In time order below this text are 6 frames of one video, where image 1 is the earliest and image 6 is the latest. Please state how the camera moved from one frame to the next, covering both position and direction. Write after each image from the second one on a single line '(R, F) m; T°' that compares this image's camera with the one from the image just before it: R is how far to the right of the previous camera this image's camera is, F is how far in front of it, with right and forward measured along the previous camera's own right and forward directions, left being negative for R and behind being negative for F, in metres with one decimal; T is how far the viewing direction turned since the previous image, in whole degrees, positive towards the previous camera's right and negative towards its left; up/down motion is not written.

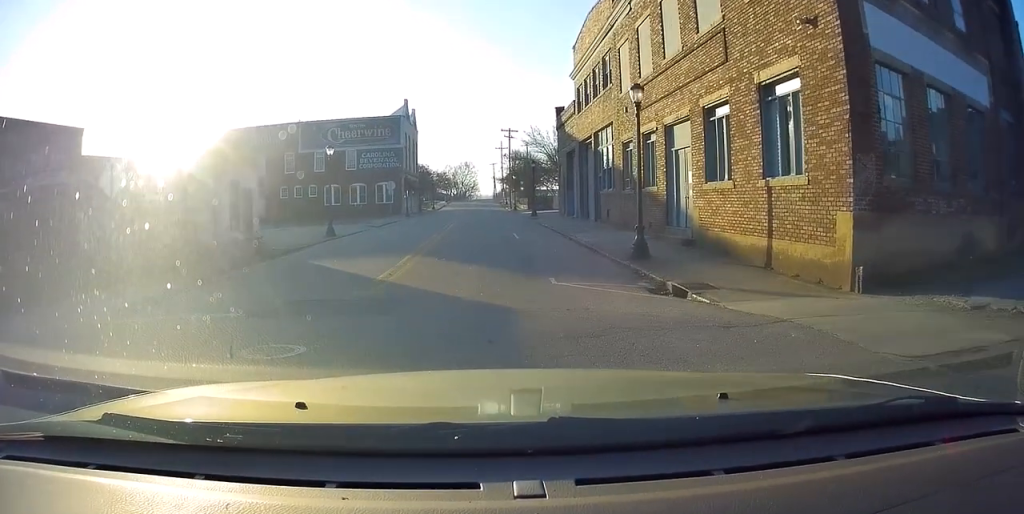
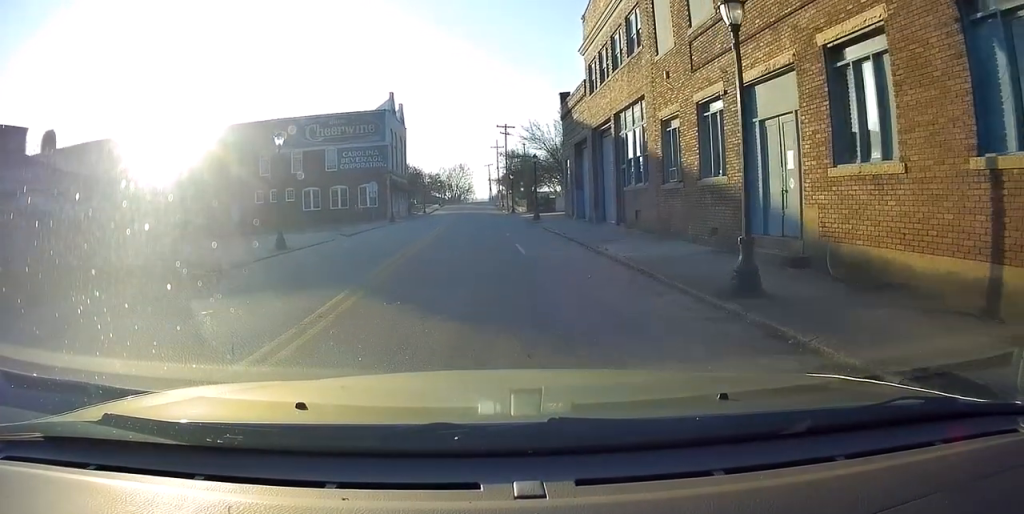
(-0.1, +6.2) m; -1°
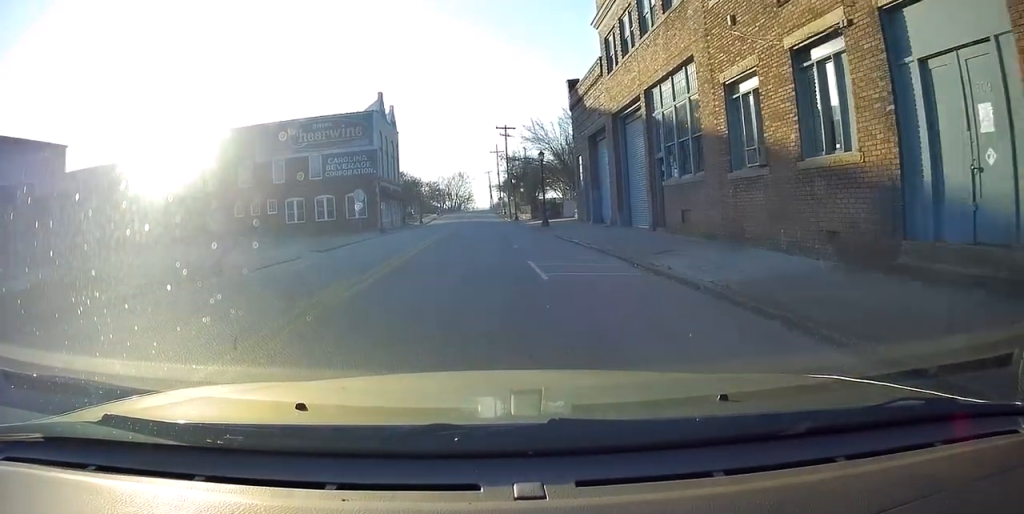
(-0.2, +5.0) m; +2°
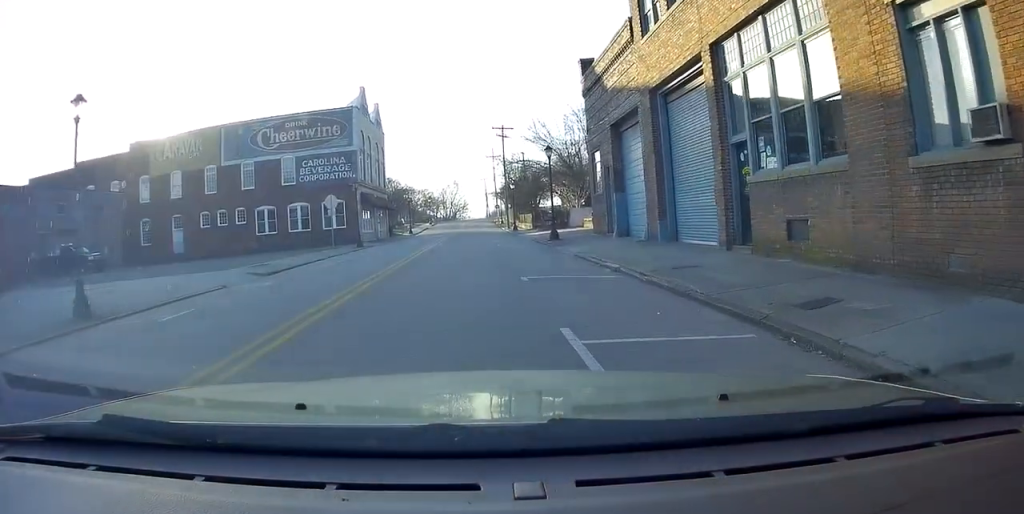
(+0.6, +6.5) m; 0°
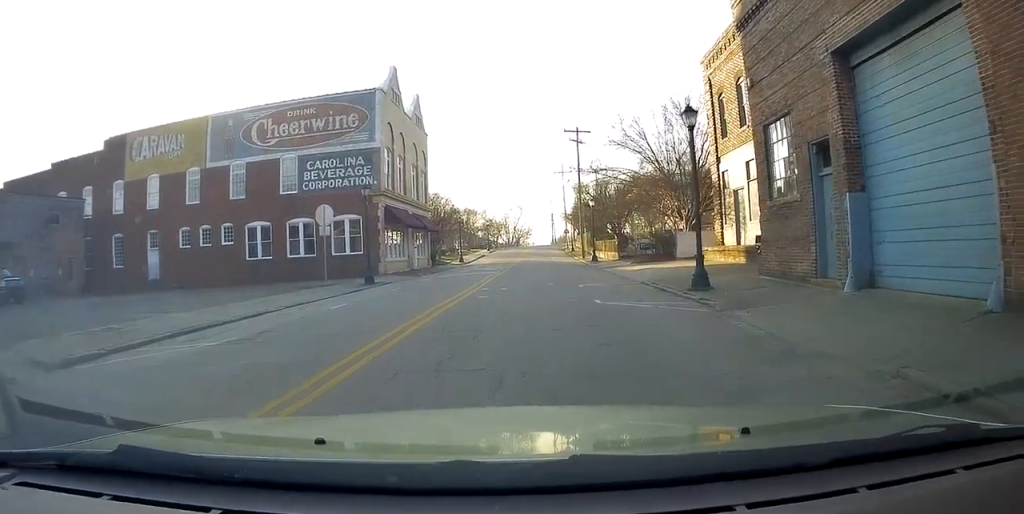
(-0.9, +14.3) m; -7°
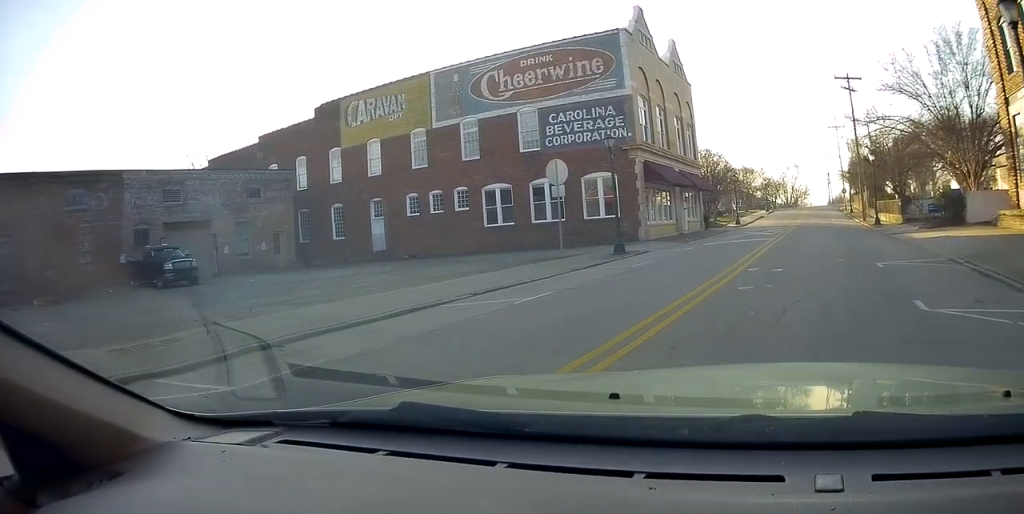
(-0.9, +7.3) m; -4°
